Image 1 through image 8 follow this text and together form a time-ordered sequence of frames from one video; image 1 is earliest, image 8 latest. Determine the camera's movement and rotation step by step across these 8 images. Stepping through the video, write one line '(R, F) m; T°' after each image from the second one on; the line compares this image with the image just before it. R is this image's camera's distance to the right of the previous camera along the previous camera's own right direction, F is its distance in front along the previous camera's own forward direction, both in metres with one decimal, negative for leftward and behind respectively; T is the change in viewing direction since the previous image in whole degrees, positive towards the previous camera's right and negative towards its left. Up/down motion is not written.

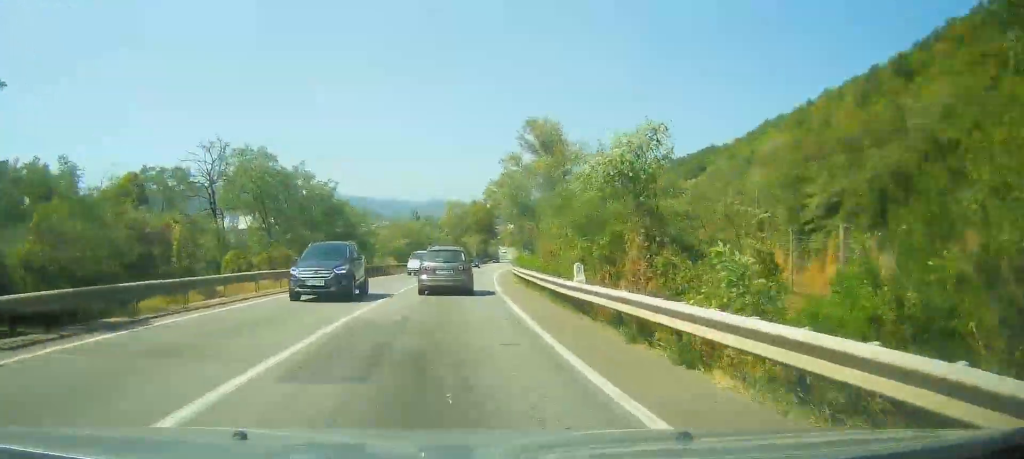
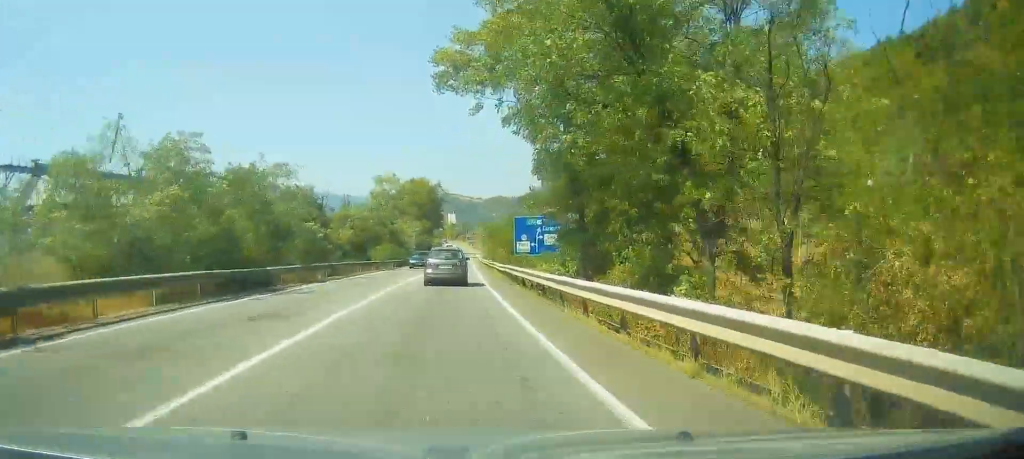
(+2.4, +46.4) m; +5°
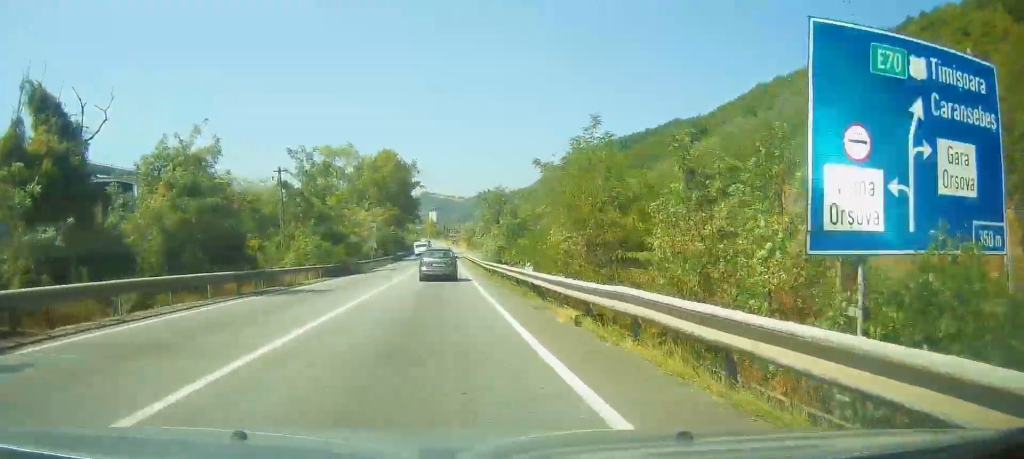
(+0.5, +34.7) m; +1°
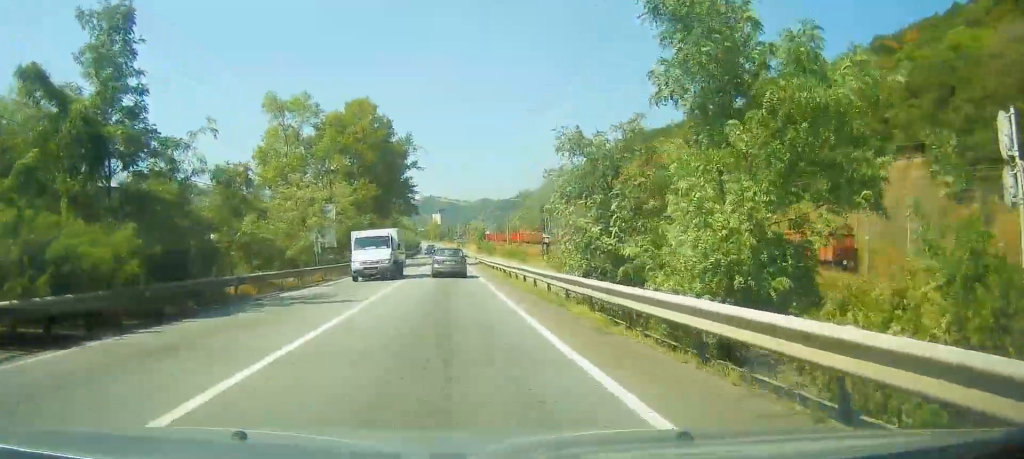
(0.0, +32.0) m; +1°
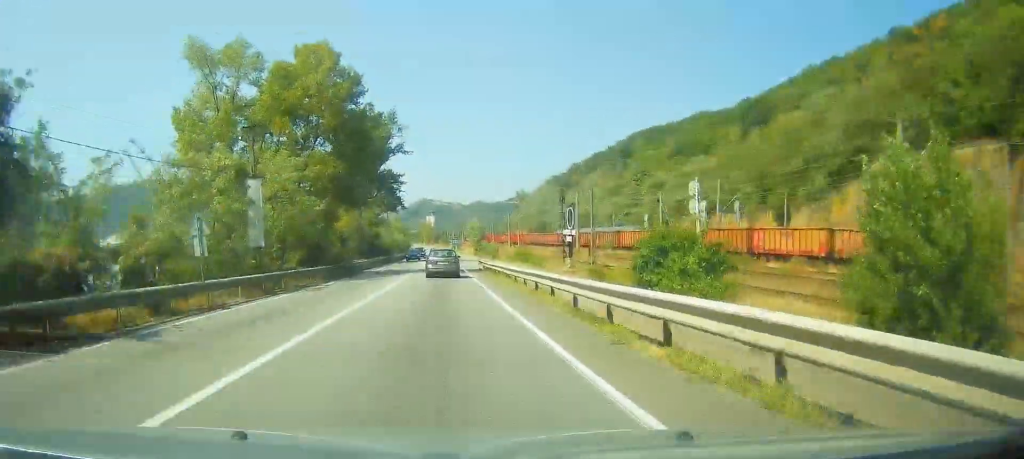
(+0.4, +17.2) m; 0°
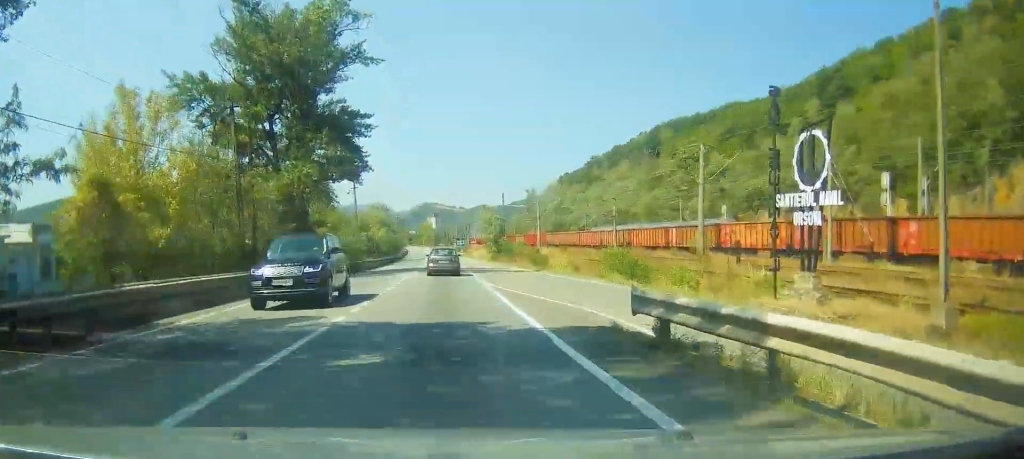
(-0.3, +39.0) m; 0°
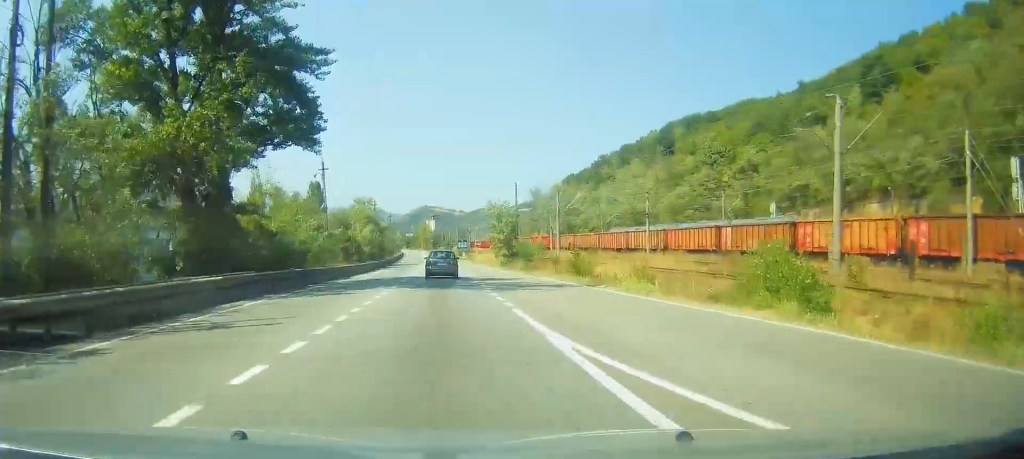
(+0.1, +16.3) m; 0°
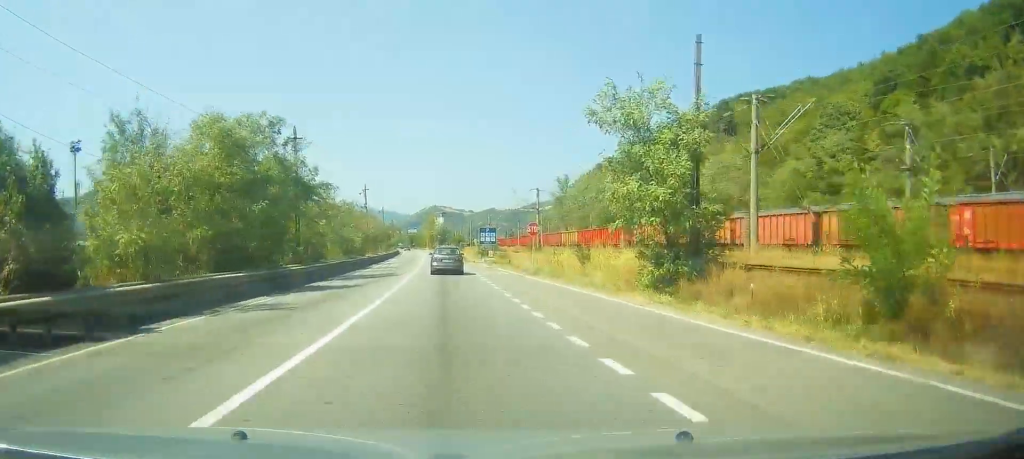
(-0.4, +47.9) m; -1°
